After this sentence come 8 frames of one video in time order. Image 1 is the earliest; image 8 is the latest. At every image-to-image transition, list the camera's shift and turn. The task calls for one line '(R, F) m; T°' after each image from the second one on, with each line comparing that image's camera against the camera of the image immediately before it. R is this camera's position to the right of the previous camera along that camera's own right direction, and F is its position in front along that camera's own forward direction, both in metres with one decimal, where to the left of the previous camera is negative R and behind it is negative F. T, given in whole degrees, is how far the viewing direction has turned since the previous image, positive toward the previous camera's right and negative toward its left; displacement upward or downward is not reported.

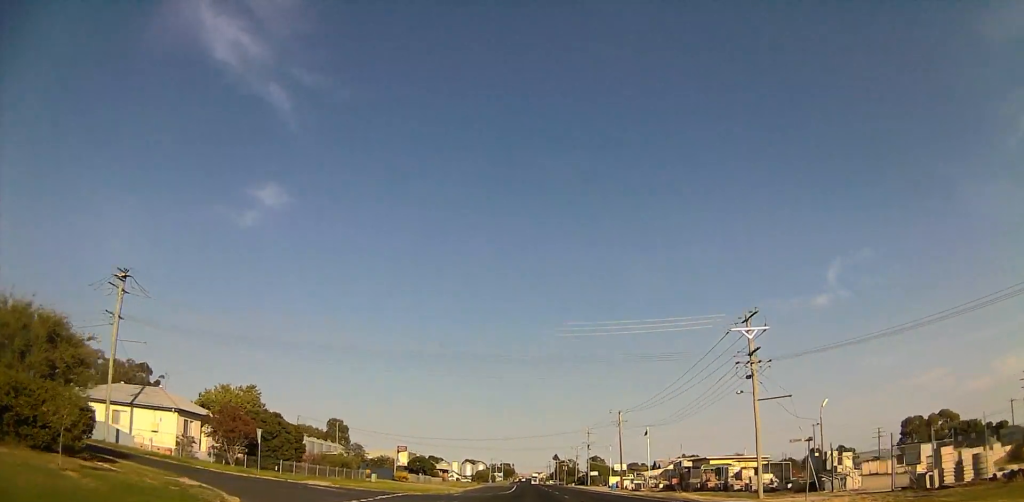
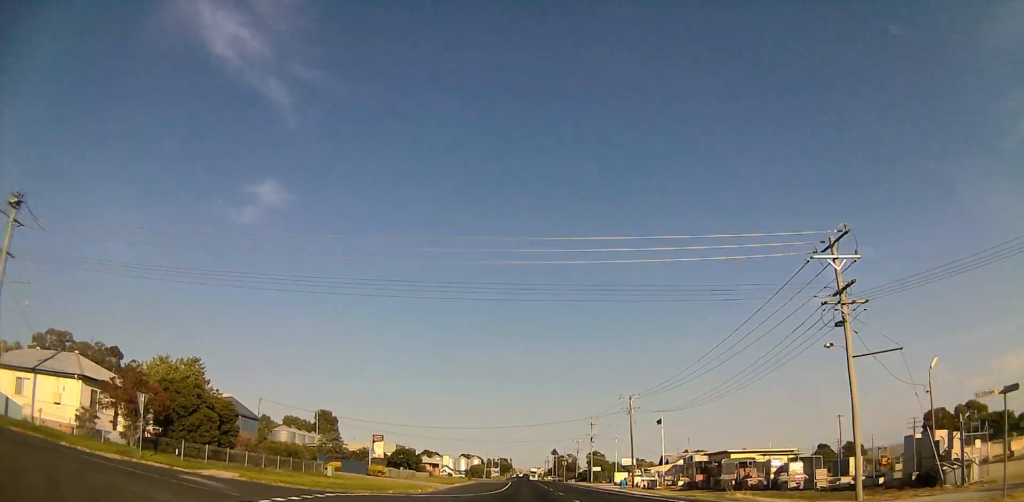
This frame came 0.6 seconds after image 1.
(-0.5, +11.8) m; -2°
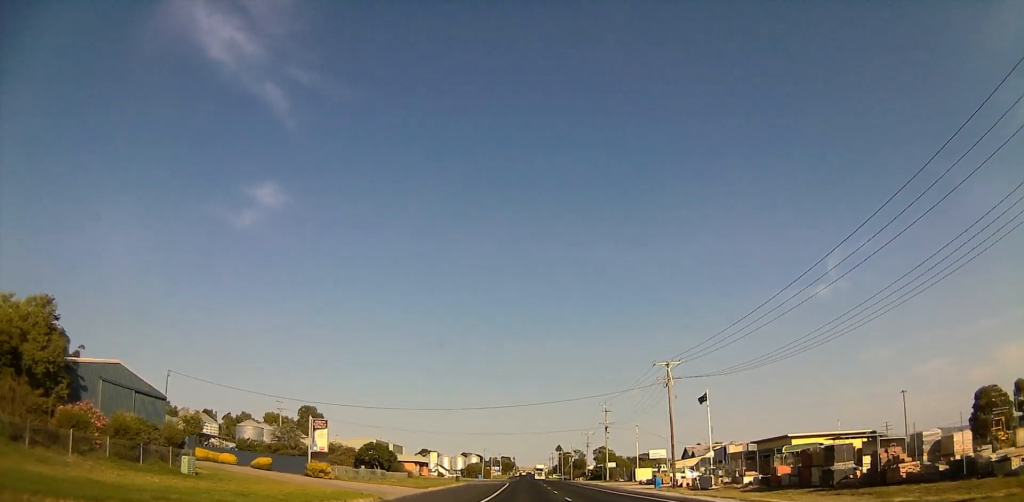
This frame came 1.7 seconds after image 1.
(-0.1, +20.4) m; 0°
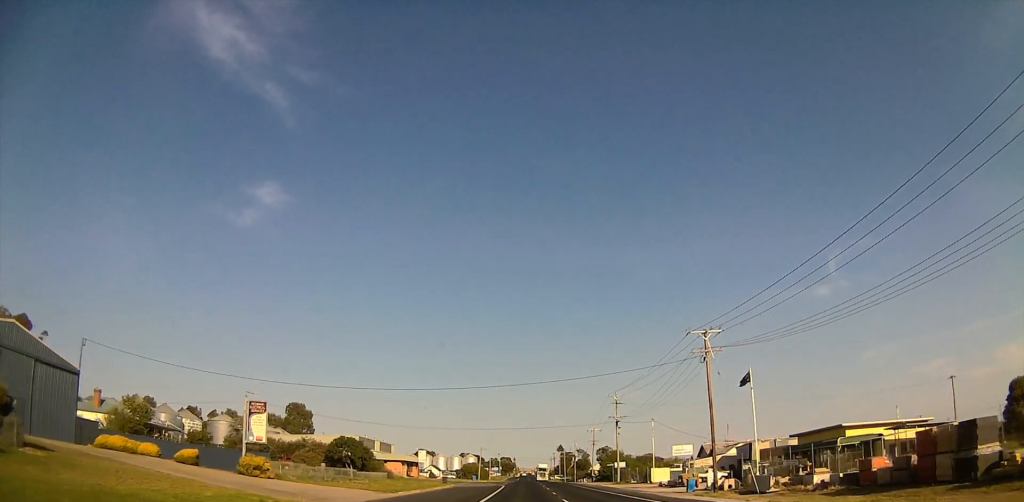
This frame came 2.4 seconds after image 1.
(0.0, +12.3) m; +1°
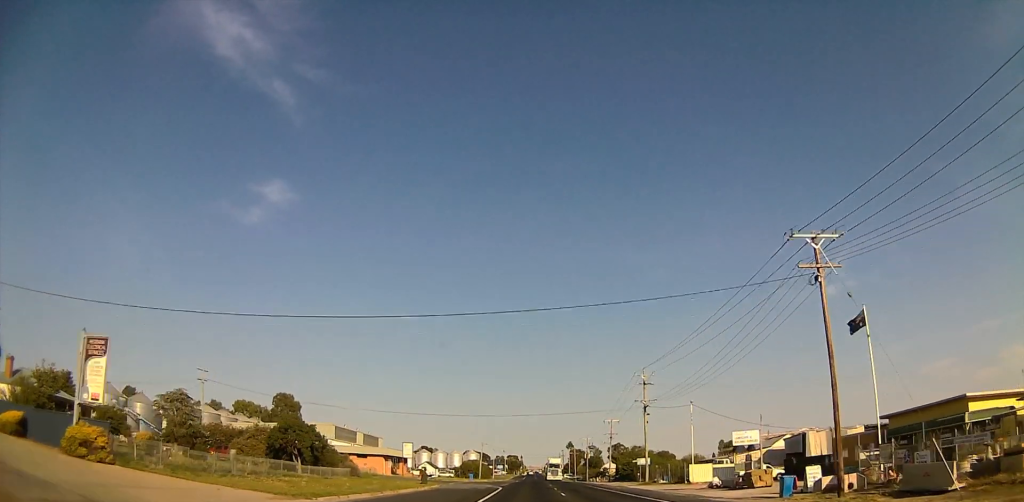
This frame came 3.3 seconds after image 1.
(+0.2, +17.1) m; 0°
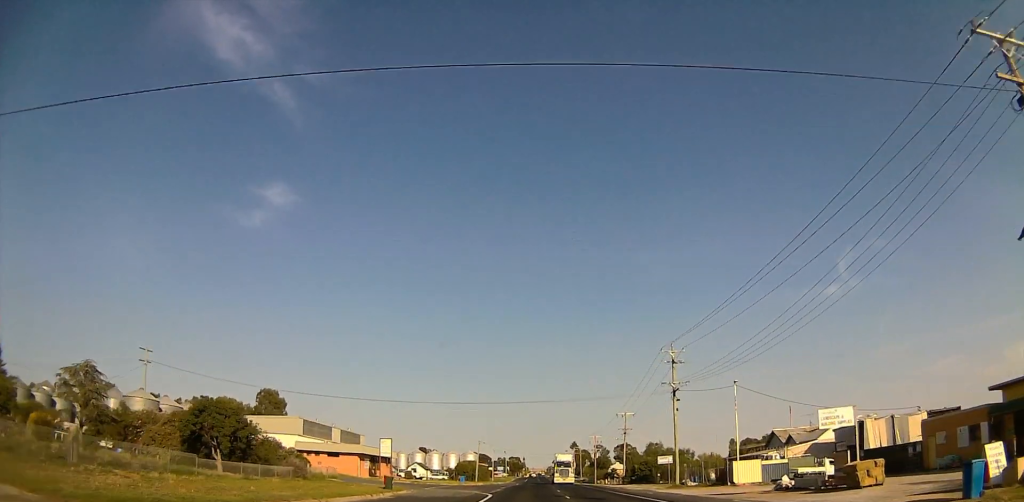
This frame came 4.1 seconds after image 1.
(+0.1, +14.1) m; 0°
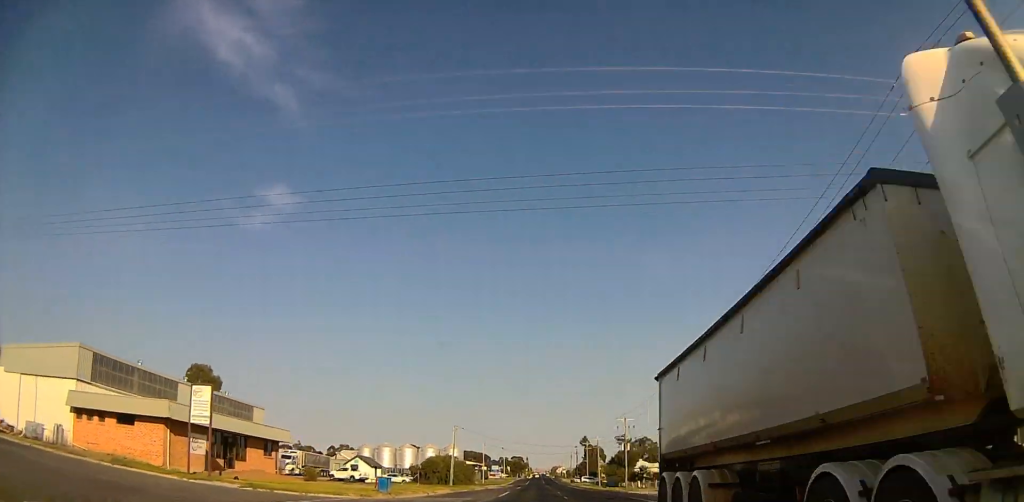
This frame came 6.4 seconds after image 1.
(-0.6, +41.7) m; 0°
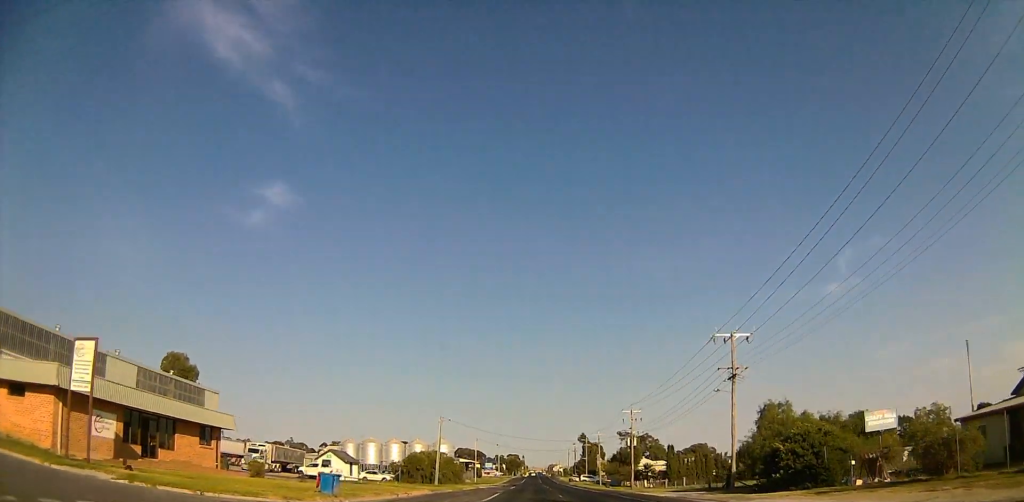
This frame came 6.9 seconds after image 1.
(0.0, +9.7) m; 0°
